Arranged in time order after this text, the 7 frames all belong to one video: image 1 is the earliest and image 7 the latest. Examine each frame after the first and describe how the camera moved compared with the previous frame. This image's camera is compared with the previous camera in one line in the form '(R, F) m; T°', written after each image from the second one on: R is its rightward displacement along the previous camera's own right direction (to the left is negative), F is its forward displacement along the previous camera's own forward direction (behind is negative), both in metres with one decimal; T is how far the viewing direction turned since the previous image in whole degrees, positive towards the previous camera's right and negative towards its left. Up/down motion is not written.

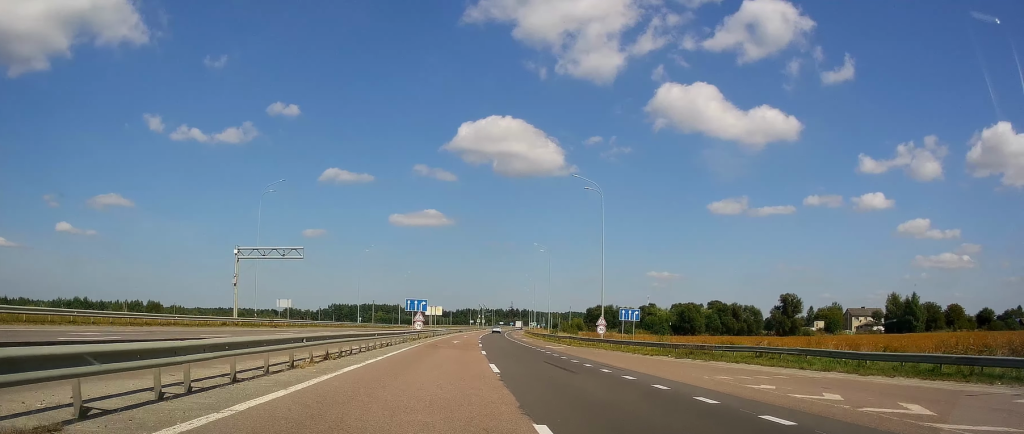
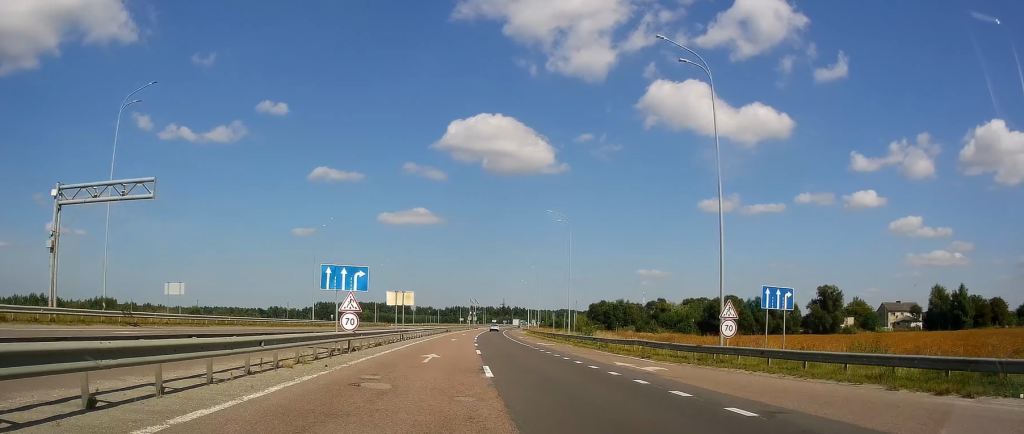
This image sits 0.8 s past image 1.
(+0.9, +25.6) m; +2°
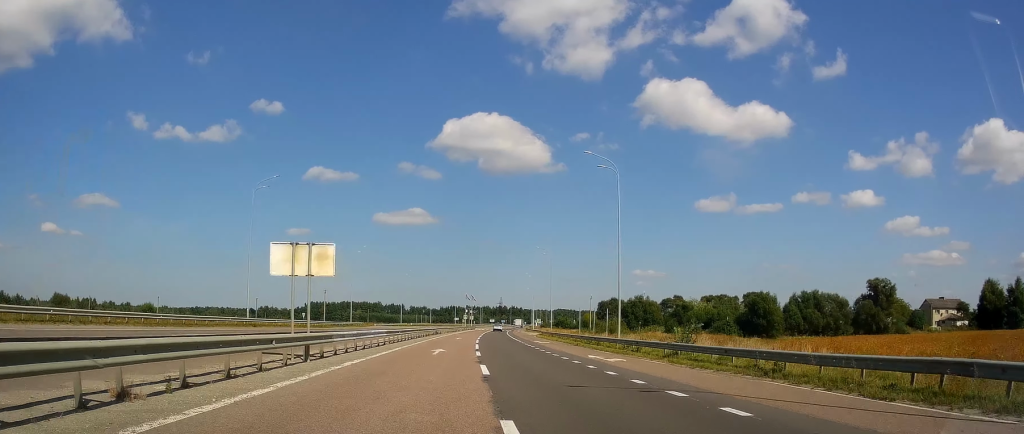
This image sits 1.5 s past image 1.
(+0.3, +24.3) m; +1°
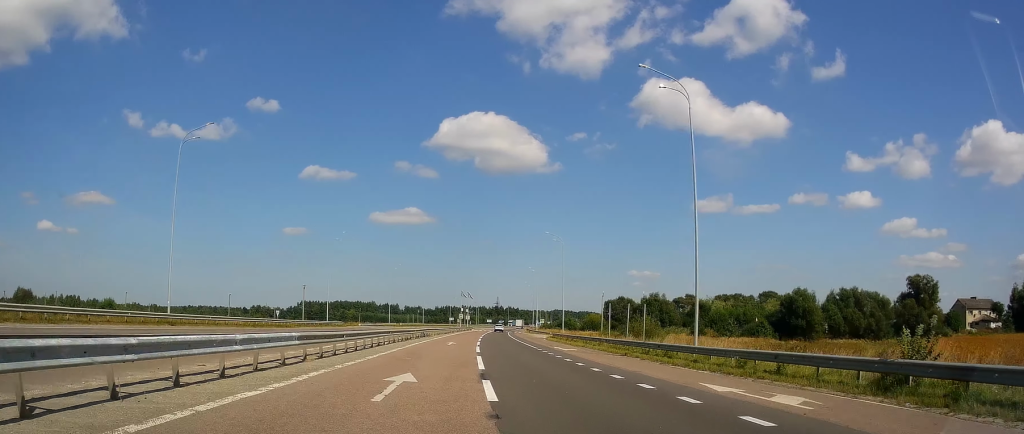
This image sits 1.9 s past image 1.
(+0.1, +15.7) m; 0°
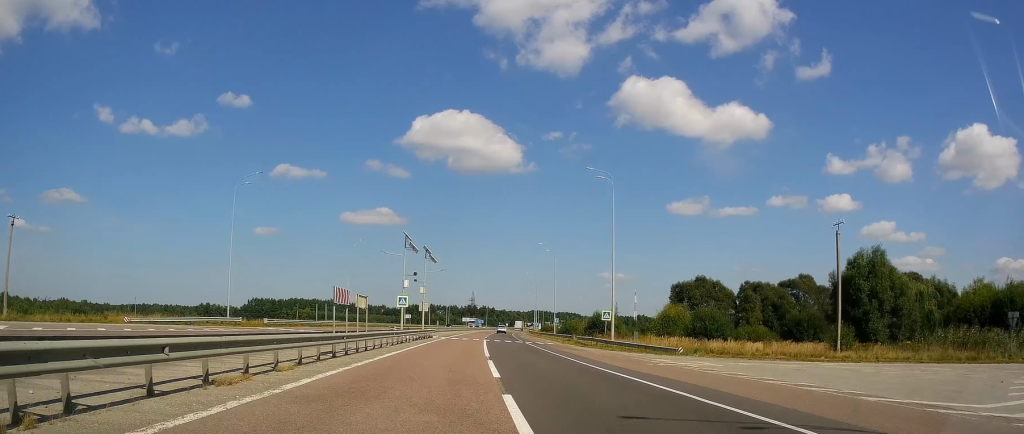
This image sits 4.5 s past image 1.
(+1.7, +87.3) m; +2°
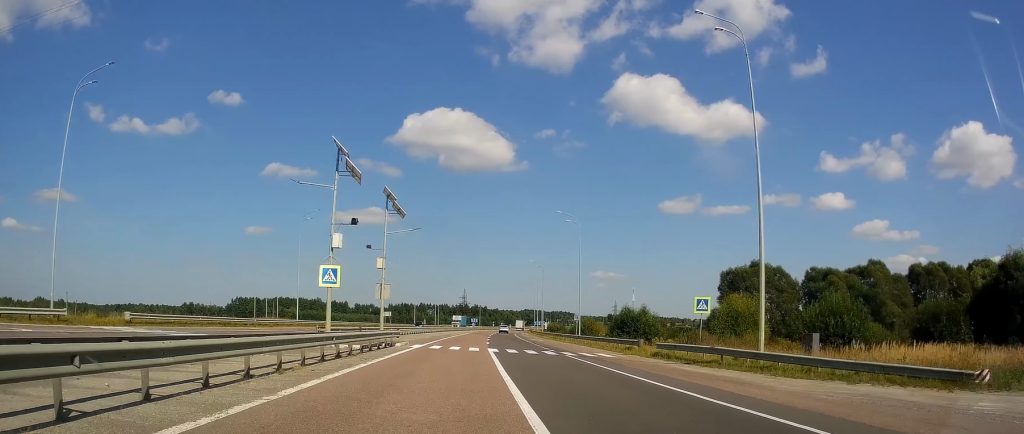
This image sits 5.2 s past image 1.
(-0.1, +25.8) m; +1°
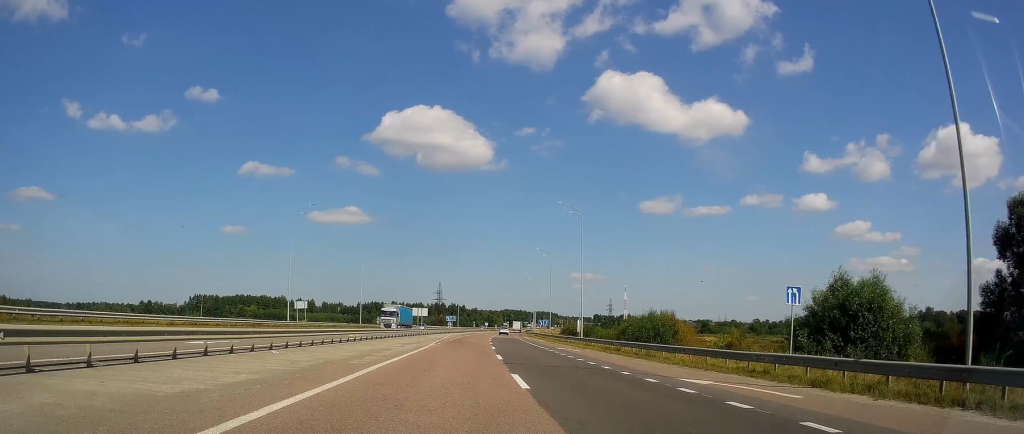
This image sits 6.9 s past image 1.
(+1.2, +57.2) m; +3°
